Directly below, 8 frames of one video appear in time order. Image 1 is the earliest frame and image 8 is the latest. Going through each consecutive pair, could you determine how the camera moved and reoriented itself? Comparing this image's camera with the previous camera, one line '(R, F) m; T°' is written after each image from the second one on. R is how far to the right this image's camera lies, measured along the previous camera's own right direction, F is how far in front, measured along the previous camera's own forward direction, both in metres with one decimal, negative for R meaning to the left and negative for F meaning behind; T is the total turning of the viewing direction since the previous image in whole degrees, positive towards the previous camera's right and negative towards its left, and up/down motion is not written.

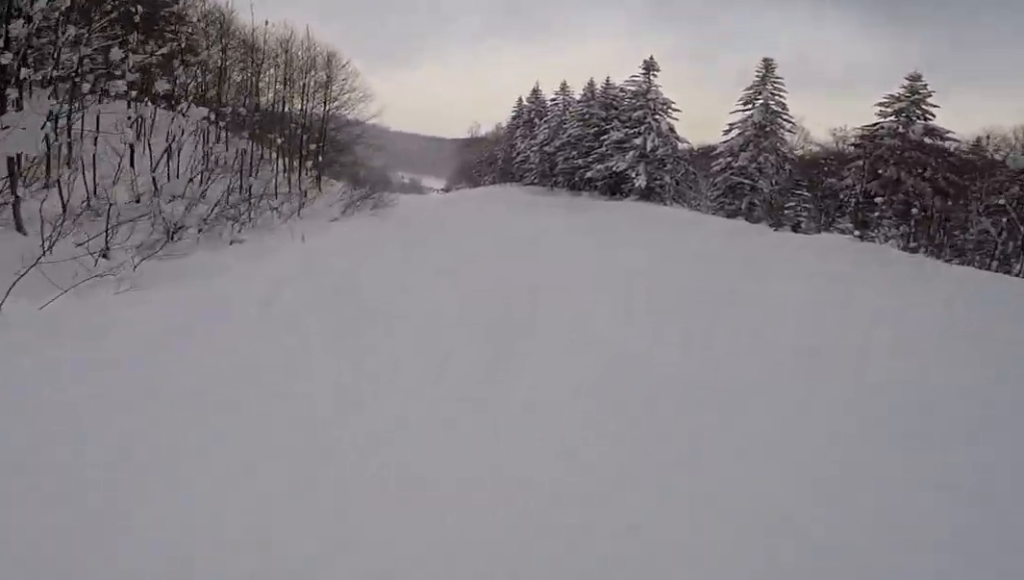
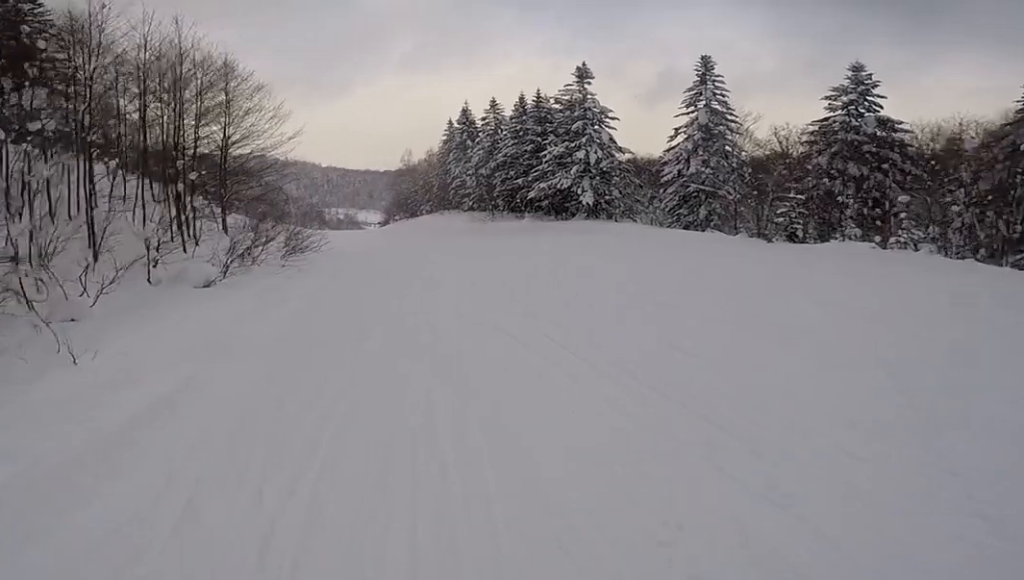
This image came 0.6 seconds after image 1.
(-0.7, +5.8) m; 0°
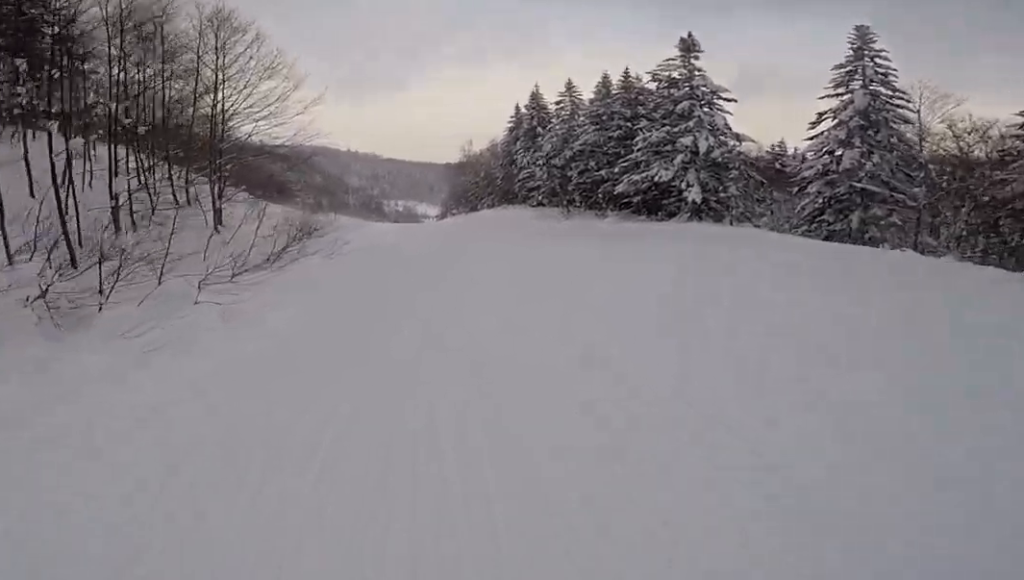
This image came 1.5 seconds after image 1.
(+0.2, +7.7) m; -5°
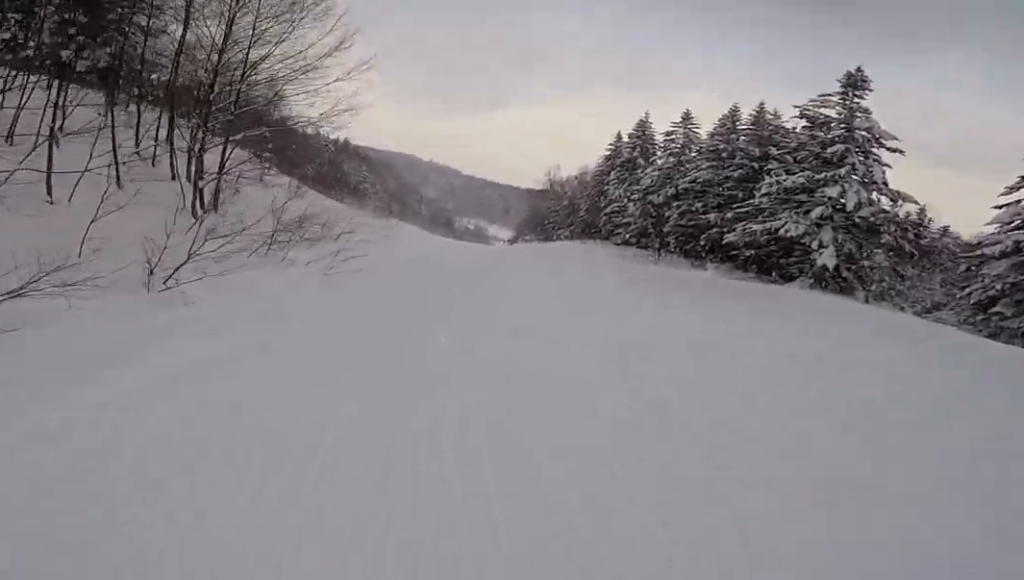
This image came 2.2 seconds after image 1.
(+0.2, +6.0) m; -4°
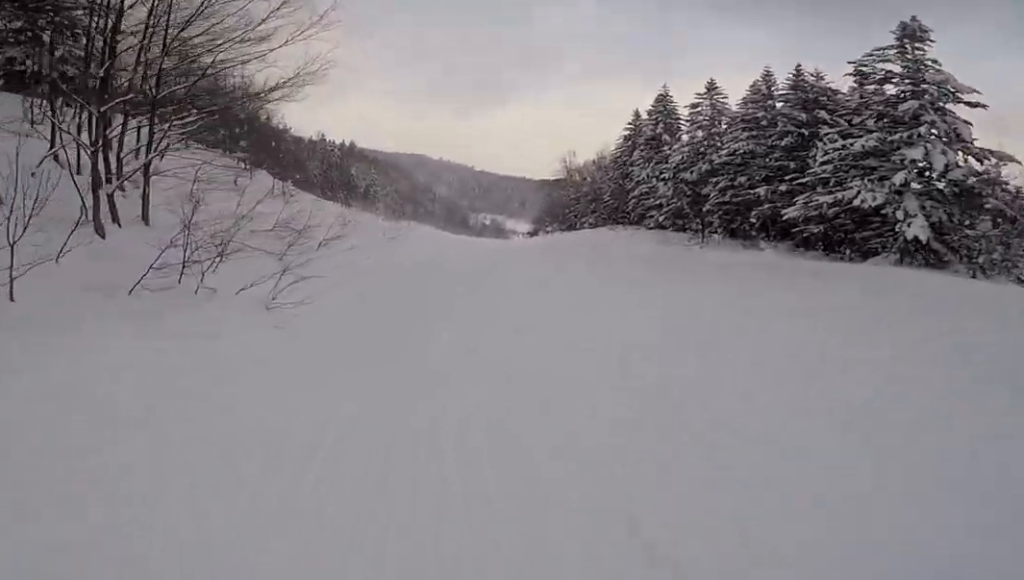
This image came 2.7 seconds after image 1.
(-1.3, +4.4) m; 0°
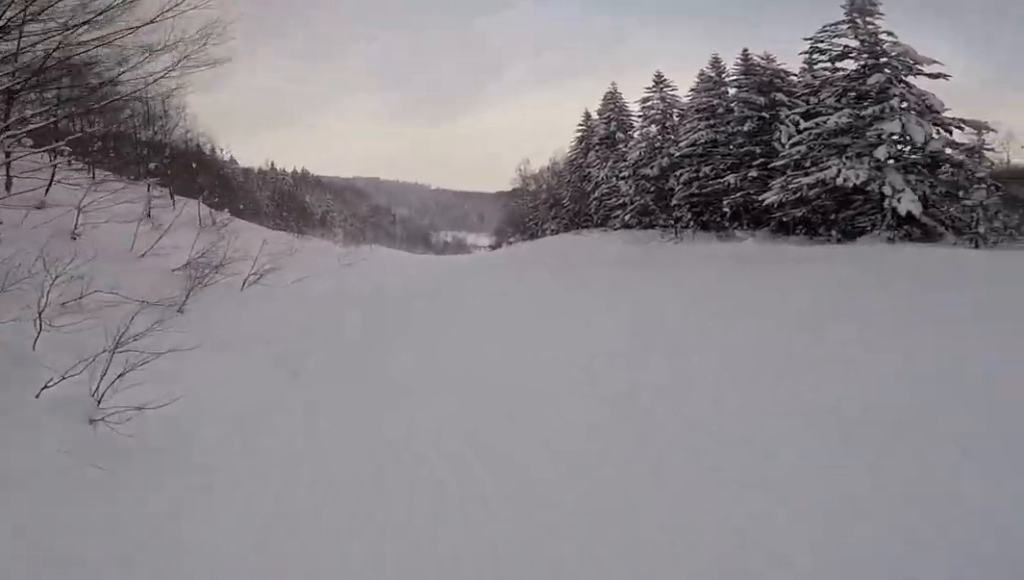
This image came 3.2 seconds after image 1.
(-0.1, +3.5) m; +2°
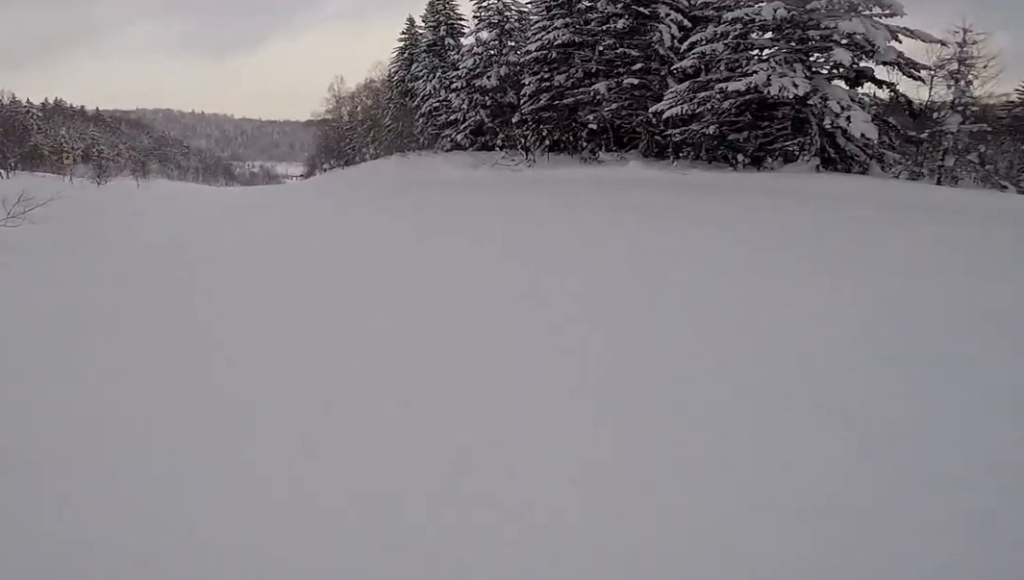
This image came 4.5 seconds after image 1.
(+1.7, +11.3) m; +7°
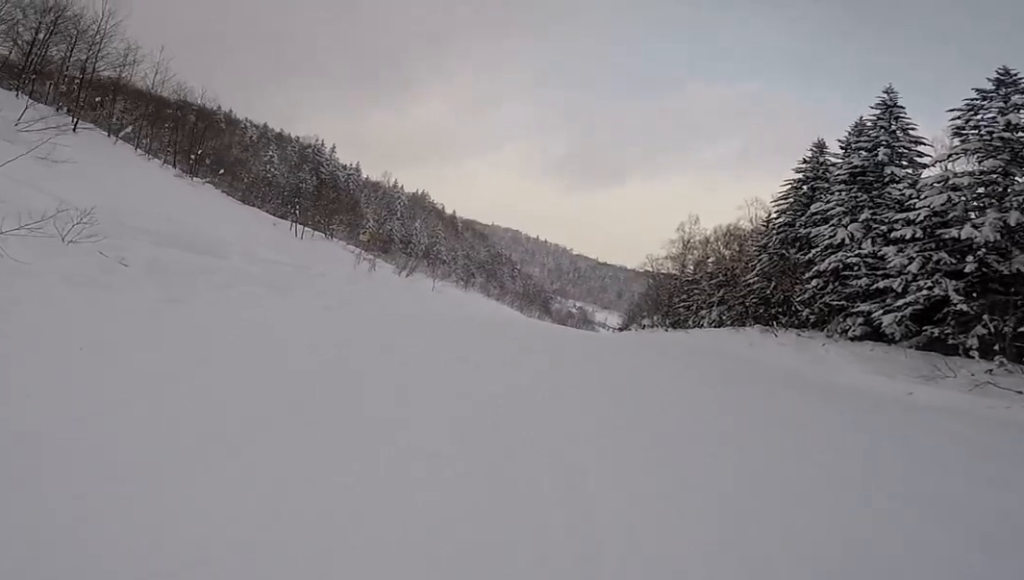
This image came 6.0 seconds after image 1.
(+0.2, +11.8) m; -5°
